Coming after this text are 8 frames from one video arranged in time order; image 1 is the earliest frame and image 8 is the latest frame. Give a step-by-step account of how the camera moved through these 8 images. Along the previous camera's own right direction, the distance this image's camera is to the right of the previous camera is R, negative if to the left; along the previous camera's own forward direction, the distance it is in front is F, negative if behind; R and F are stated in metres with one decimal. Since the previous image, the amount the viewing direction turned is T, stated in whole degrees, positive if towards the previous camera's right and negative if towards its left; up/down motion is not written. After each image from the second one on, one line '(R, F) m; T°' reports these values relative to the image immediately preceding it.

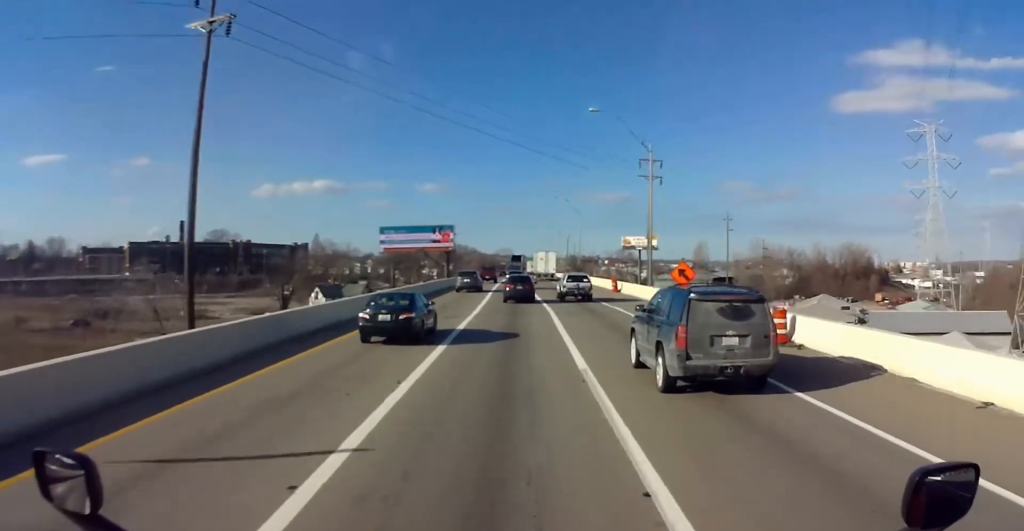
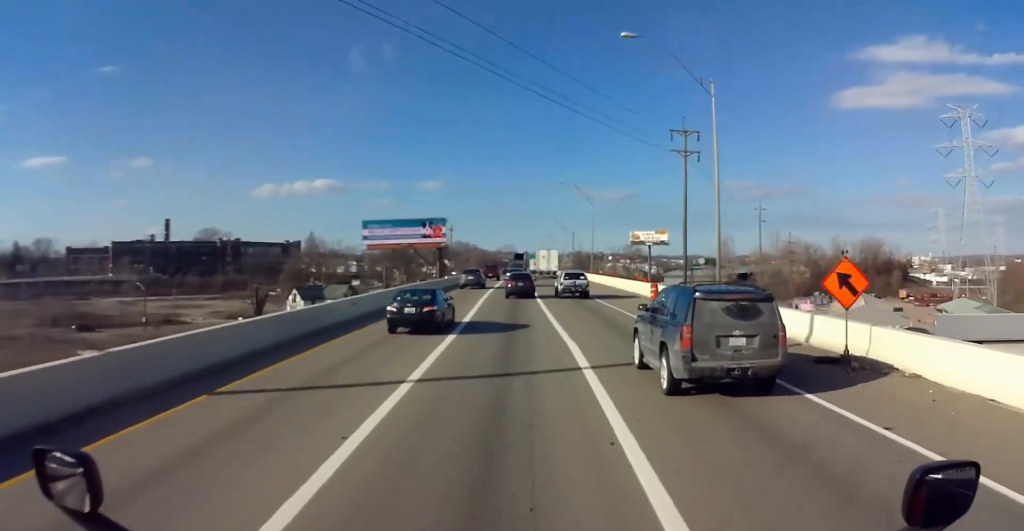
(+0.2, +16.8) m; 0°
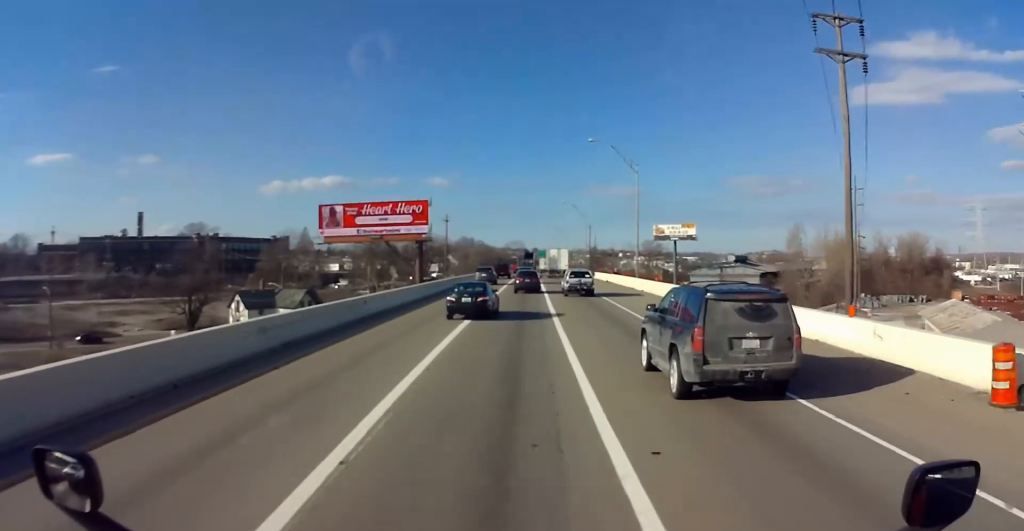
(+0.1, +31.1) m; 0°
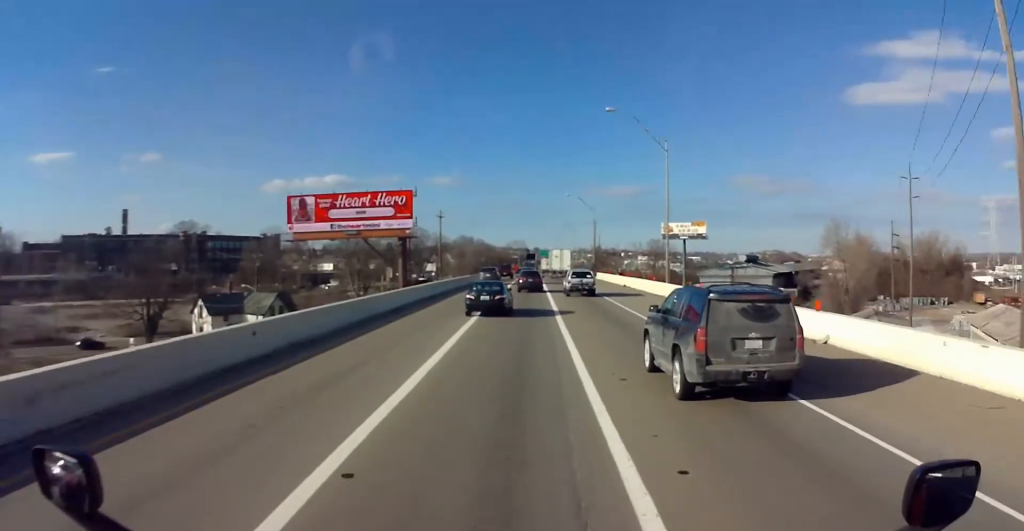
(0.0, +12.8) m; 0°
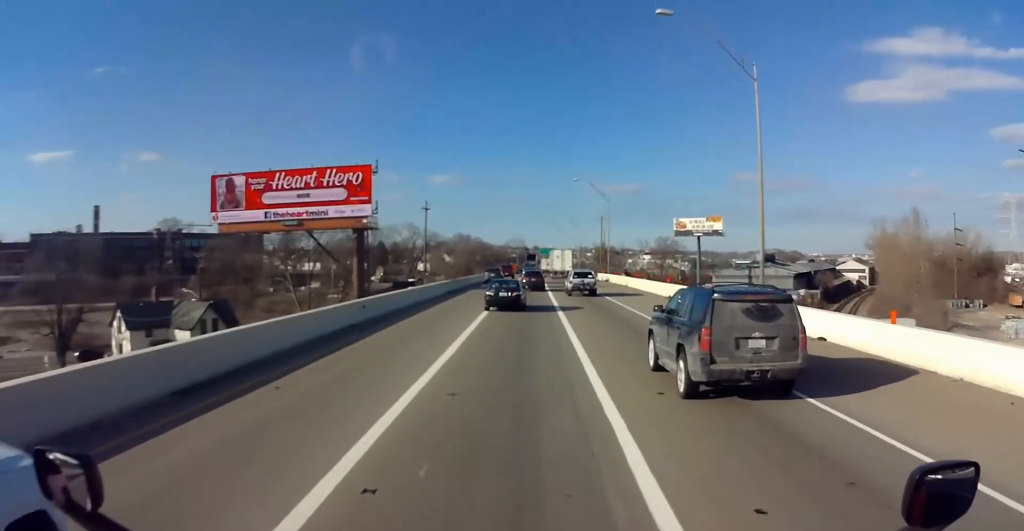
(0.0, +20.0) m; 0°
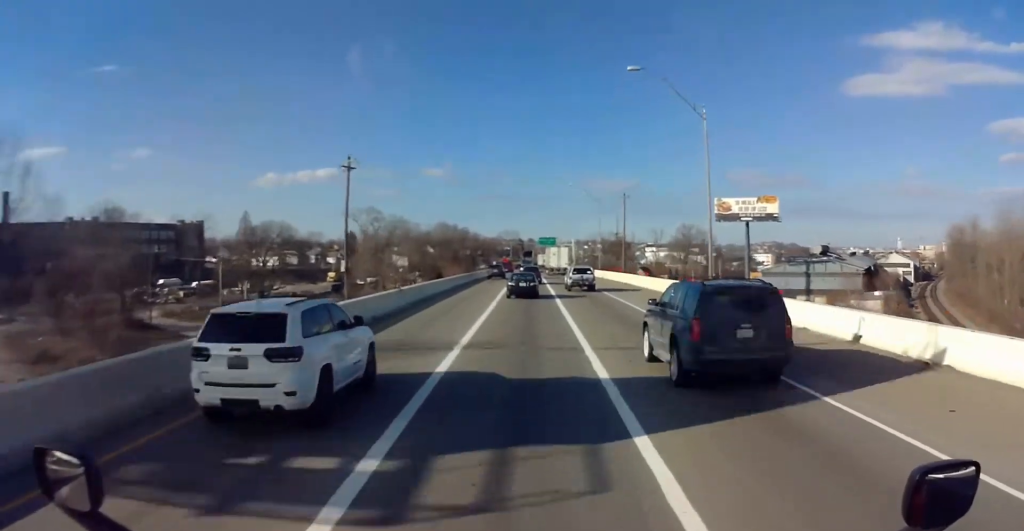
(-0.8, +51.6) m; -2°
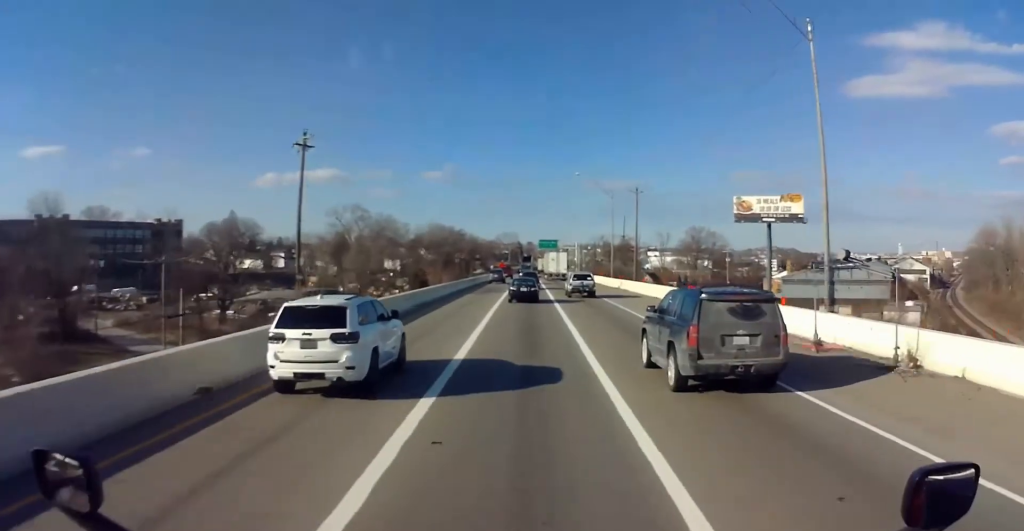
(0.0, +15.5) m; 0°
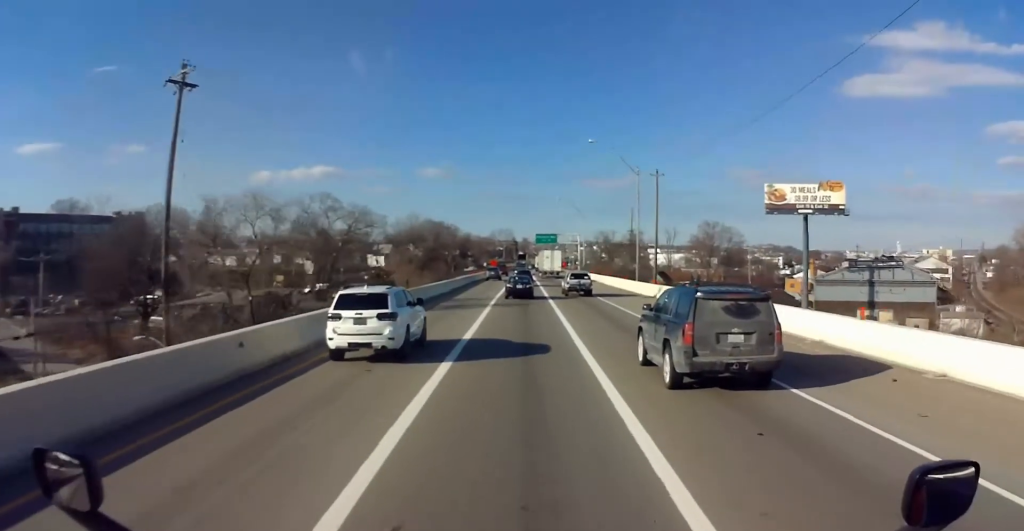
(-0.3, +22.2) m; 0°
